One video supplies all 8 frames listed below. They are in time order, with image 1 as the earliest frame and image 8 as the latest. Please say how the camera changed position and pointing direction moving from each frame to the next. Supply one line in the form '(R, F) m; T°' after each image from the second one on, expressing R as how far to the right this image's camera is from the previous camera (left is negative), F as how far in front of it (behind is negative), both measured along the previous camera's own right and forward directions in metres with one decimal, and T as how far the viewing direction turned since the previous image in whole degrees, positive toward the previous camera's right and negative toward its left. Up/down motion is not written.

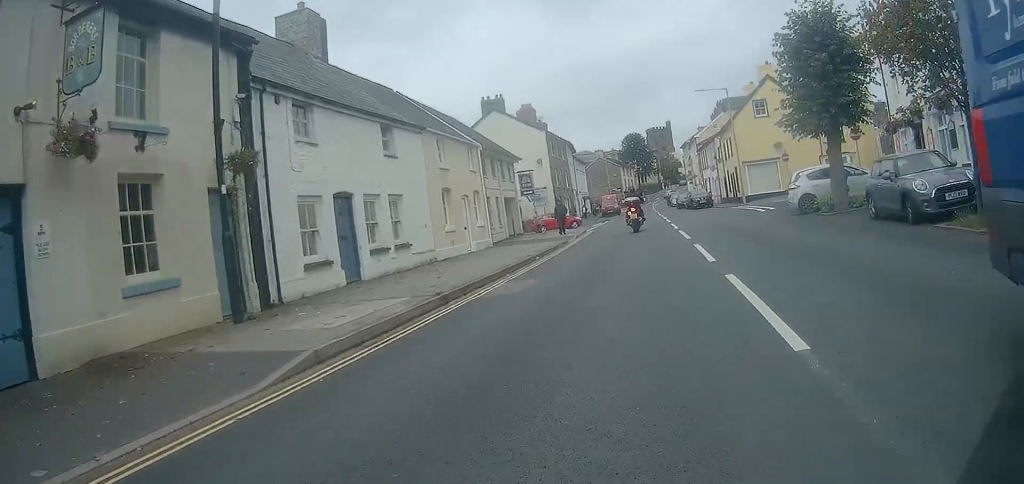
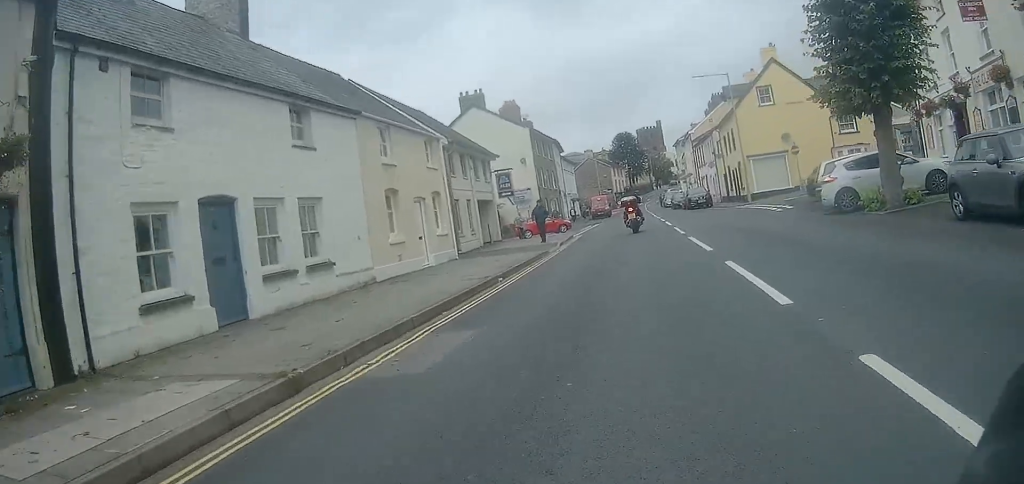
(+0.1, +4.4) m; +2°
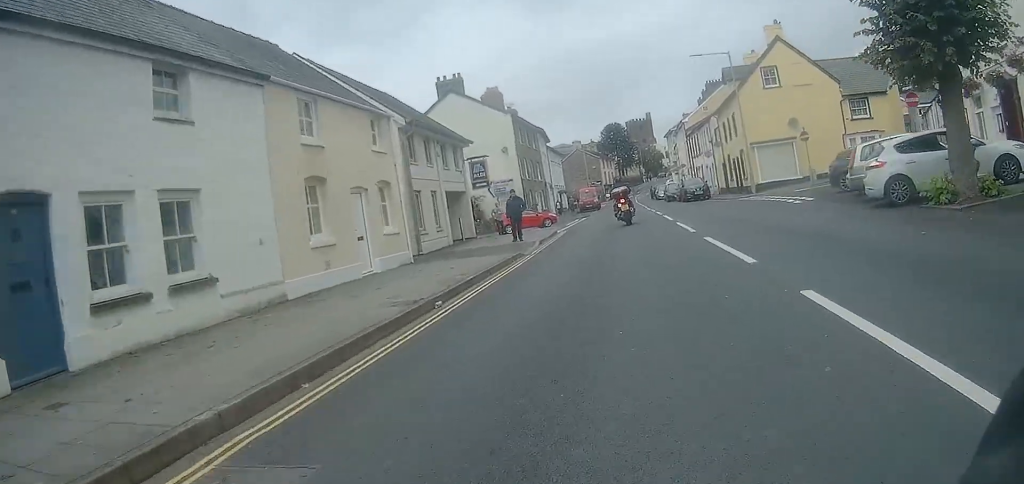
(+0.1, +3.8) m; +2°
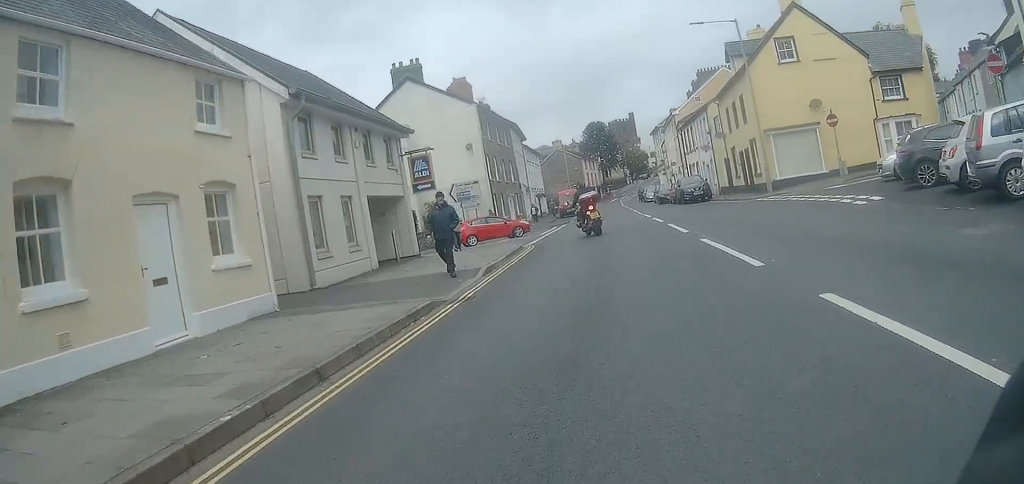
(+0.1, +7.1) m; +1°
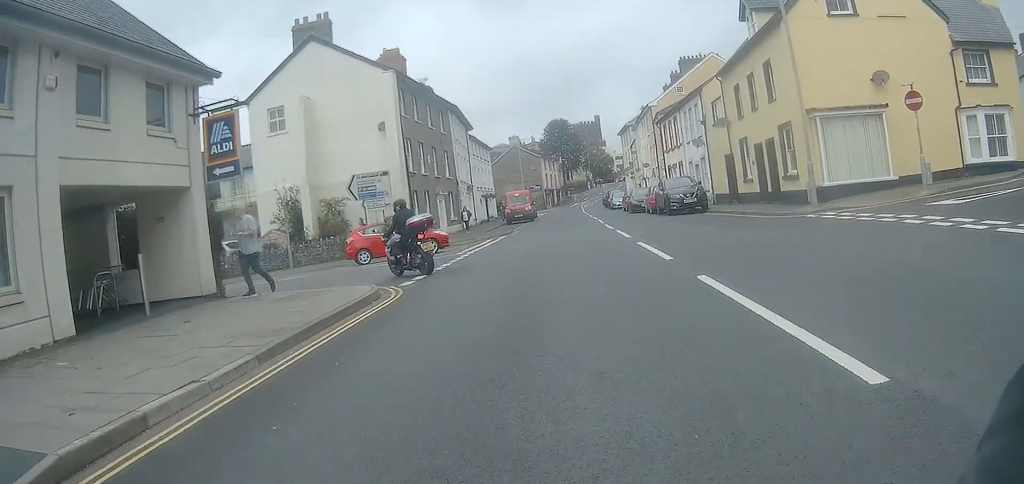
(0.0, +10.6) m; +1°
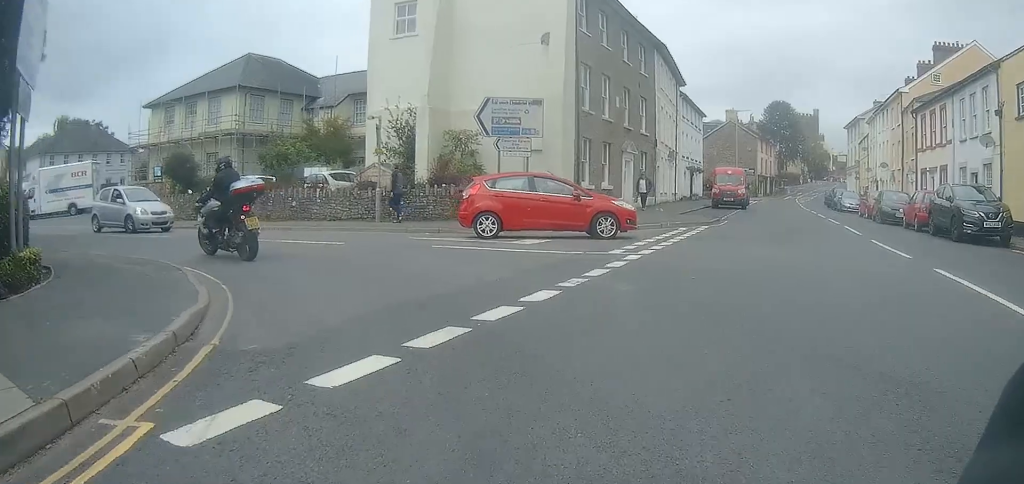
(-0.4, +10.5) m; -13°
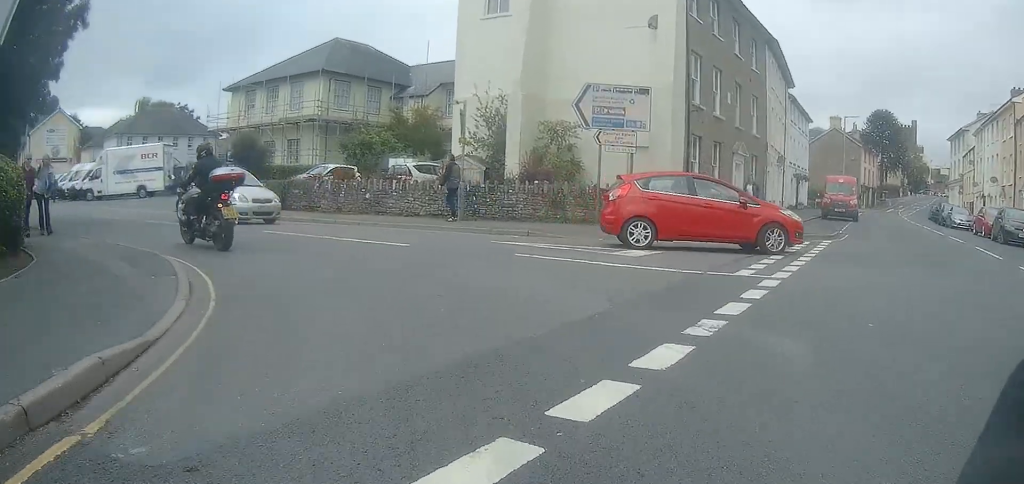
(-0.3, +2.2) m; -11°
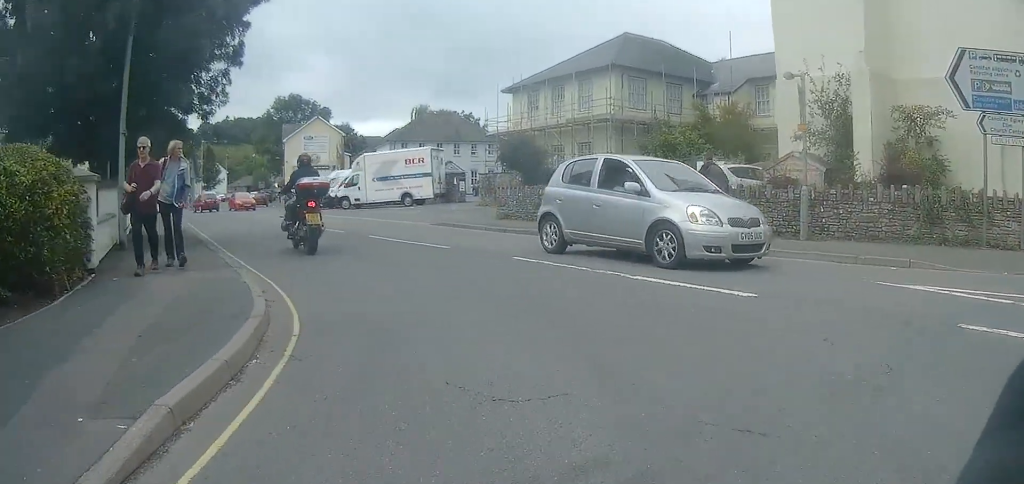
(-1.1, +4.3) m; -25°
